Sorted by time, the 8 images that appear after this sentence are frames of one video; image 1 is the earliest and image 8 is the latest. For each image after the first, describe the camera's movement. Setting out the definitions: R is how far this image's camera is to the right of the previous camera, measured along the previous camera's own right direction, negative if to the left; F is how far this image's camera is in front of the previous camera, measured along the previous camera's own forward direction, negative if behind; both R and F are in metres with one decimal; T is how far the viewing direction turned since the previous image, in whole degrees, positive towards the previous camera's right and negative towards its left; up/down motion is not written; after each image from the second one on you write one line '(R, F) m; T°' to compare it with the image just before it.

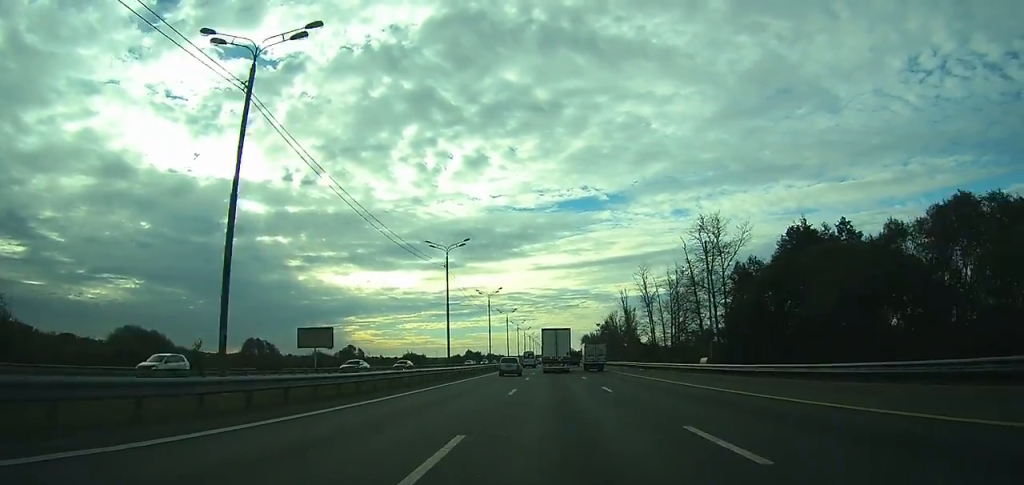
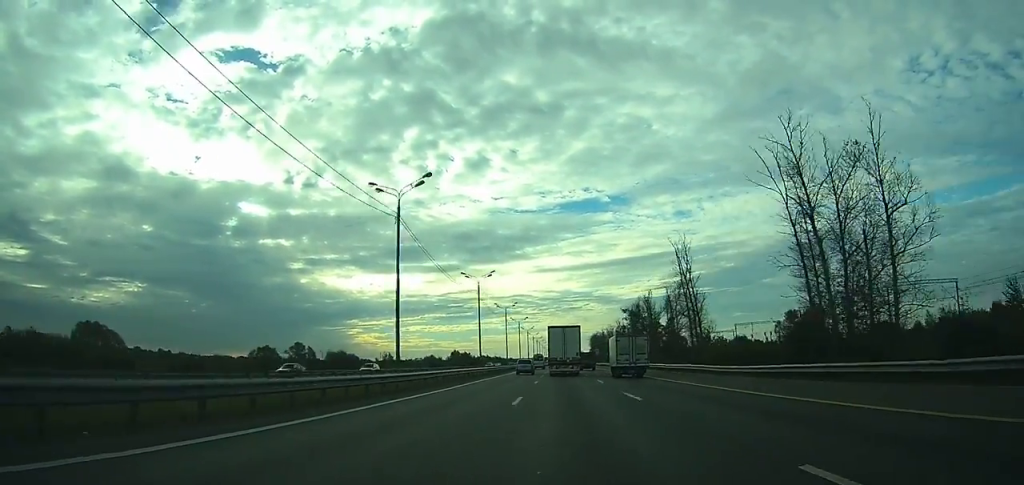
(0.0, +68.3) m; 0°
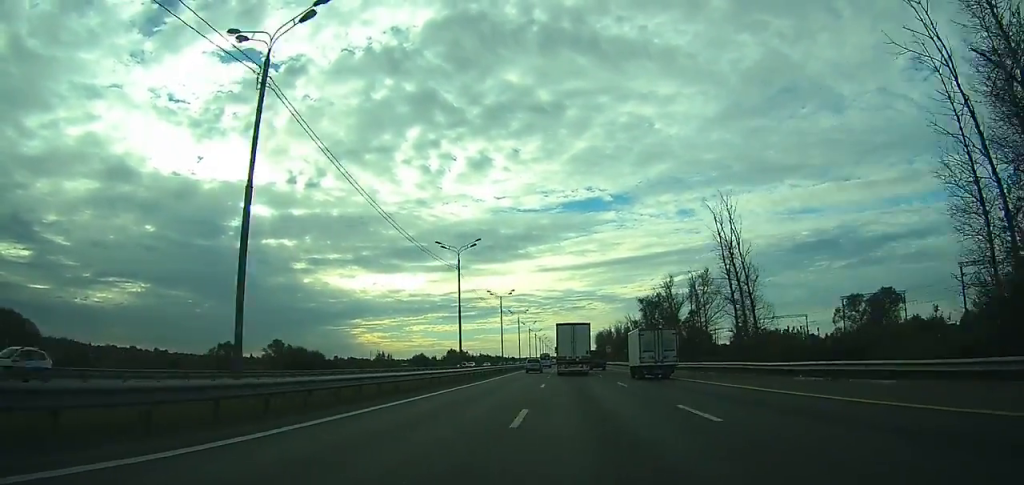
(-0.1, +24.2) m; 0°
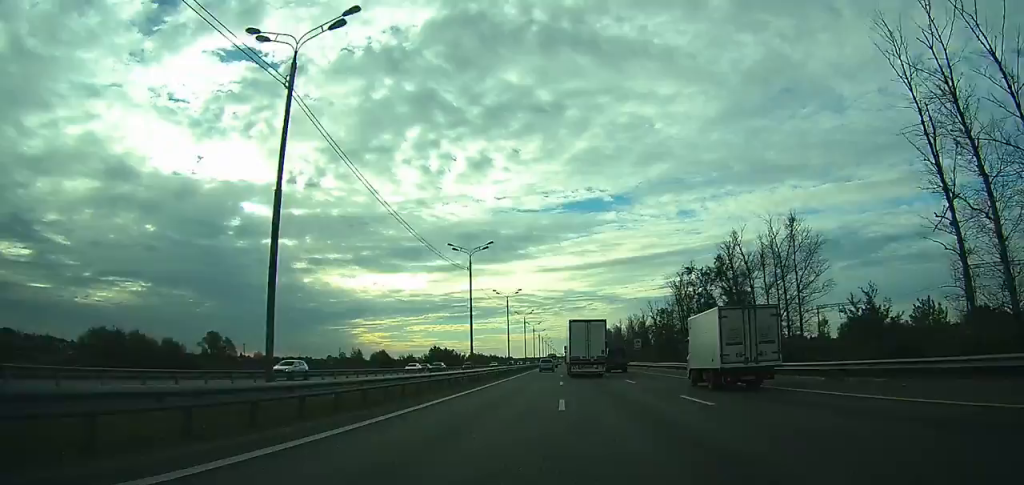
(-0.2, +48.1) m; 0°
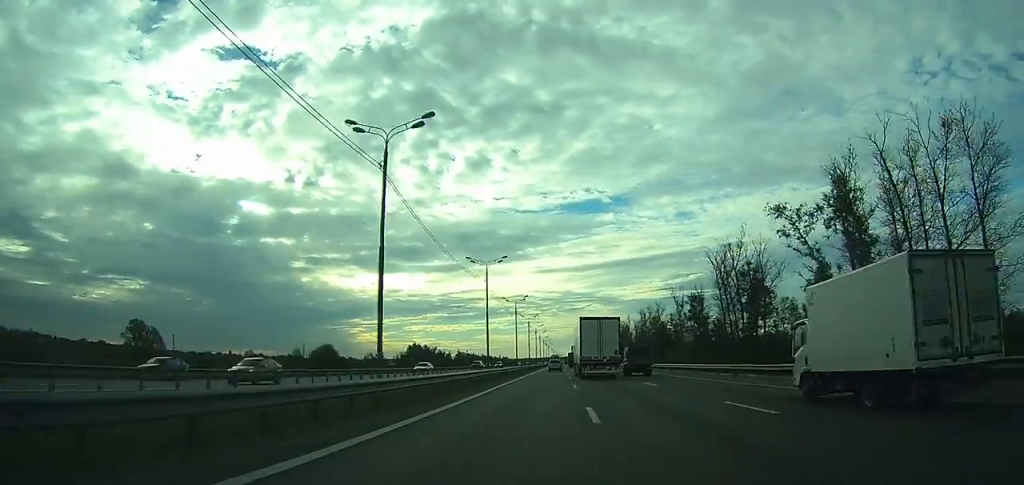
(-0.2, +37.4) m; 0°
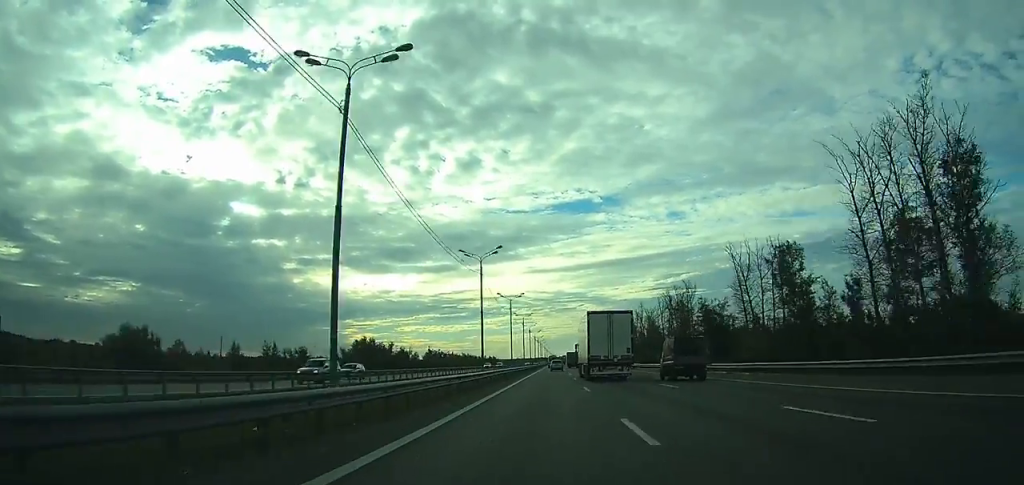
(+0.4, +51.8) m; +1°
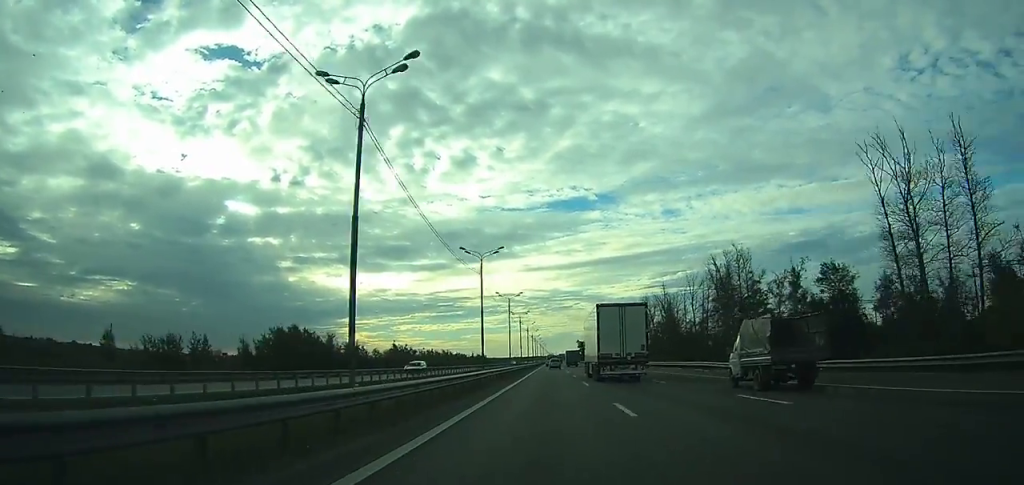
(+0.2, +41.3) m; 0°
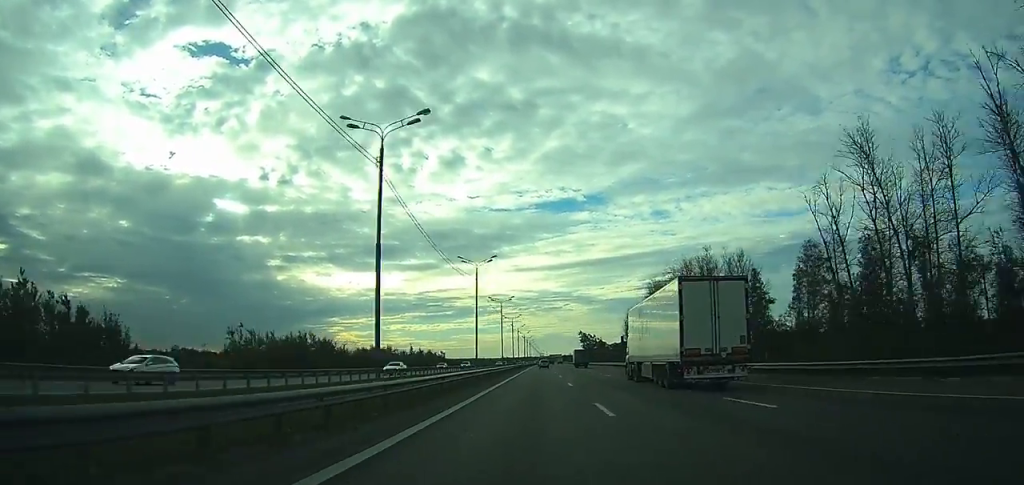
(+0.6, +118.0) m; +1°
